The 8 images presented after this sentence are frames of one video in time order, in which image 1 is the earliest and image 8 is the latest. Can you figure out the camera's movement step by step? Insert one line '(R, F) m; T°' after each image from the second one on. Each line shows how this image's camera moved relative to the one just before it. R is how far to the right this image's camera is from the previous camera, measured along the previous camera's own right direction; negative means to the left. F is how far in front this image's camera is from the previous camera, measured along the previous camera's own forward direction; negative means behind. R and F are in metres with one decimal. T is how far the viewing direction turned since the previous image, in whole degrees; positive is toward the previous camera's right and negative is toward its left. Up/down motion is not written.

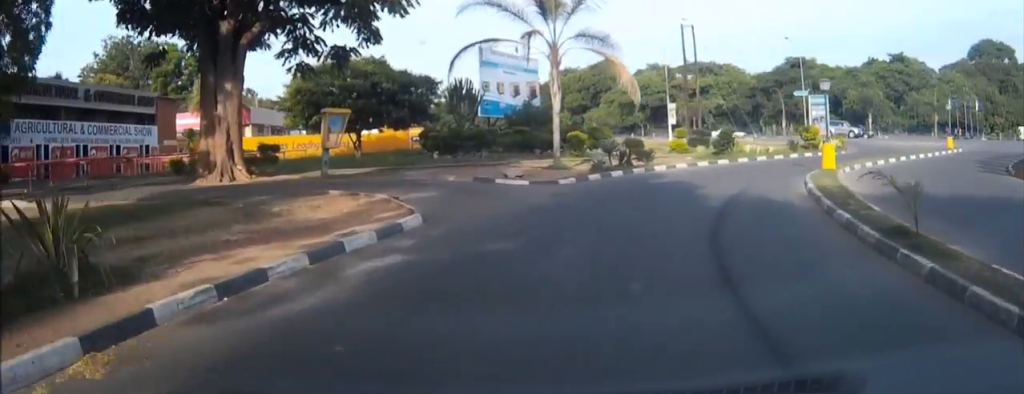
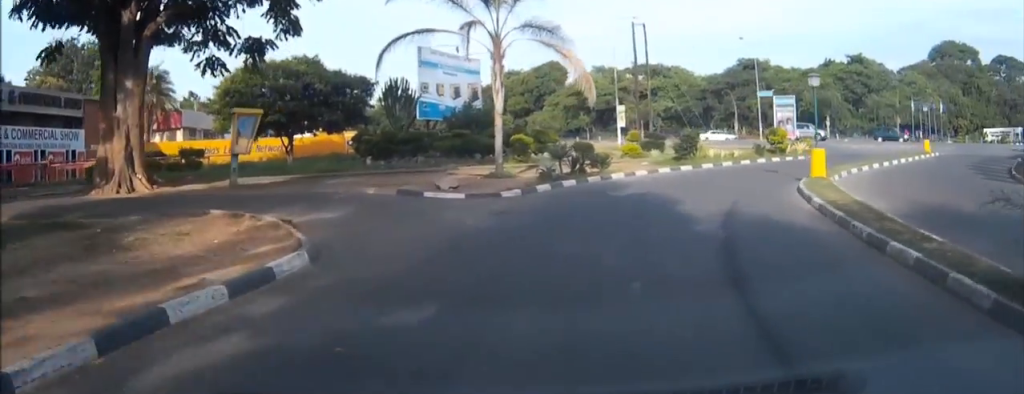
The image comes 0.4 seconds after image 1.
(-0.1, +3.5) m; +4°
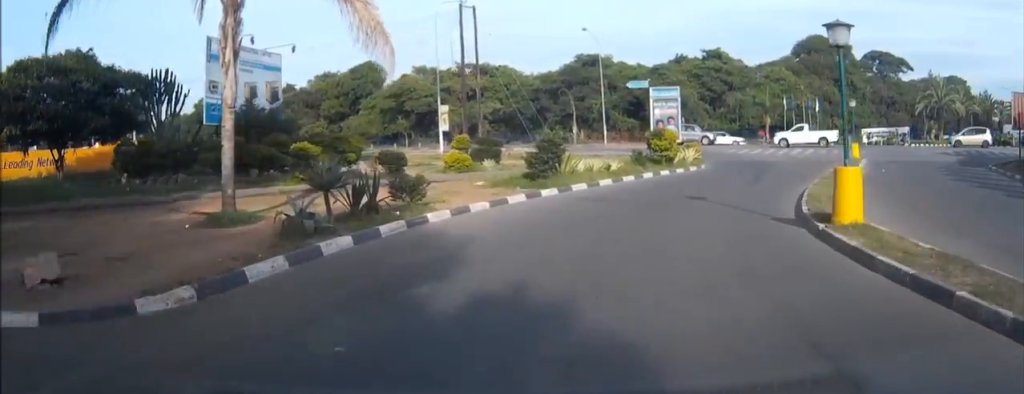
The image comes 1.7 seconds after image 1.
(+1.6, +10.9) m; +14°
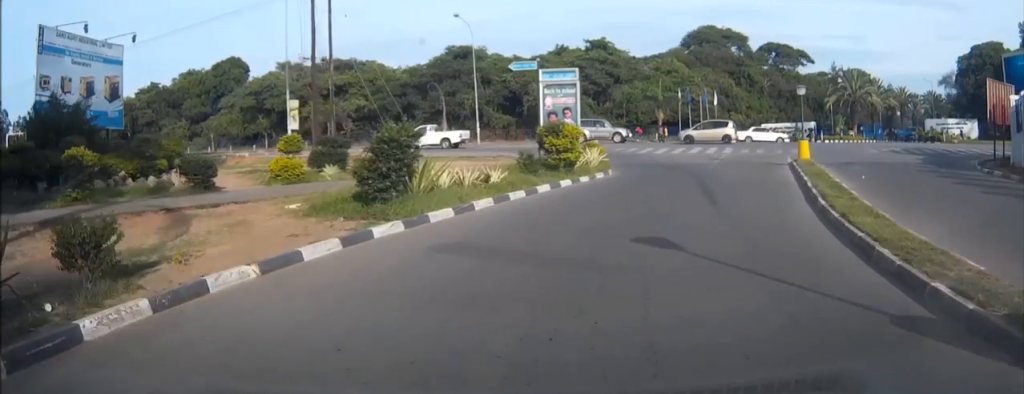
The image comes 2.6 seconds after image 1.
(+0.7, +7.8) m; +9°
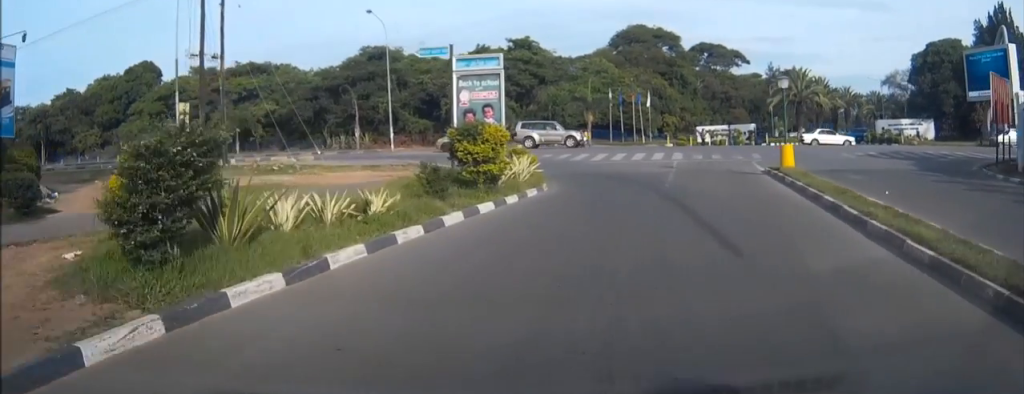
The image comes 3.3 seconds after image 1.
(+0.3, +5.7) m; +6°
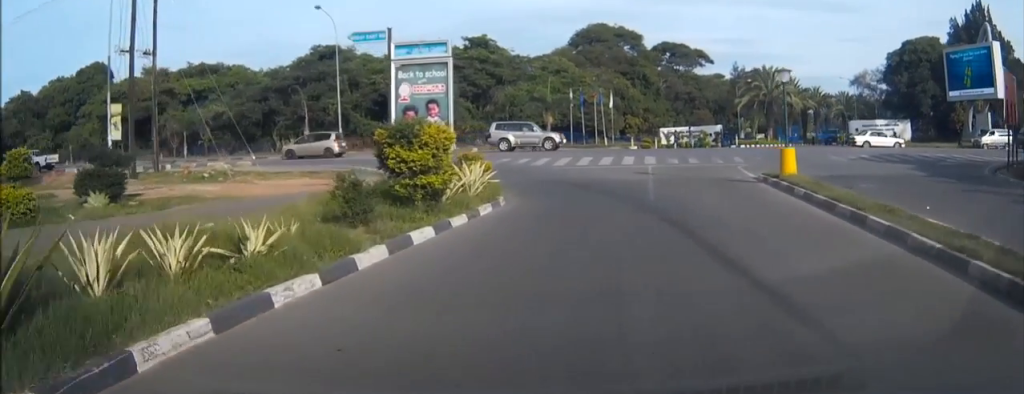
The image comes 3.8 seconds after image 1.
(+0.2, +3.7) m; +3°
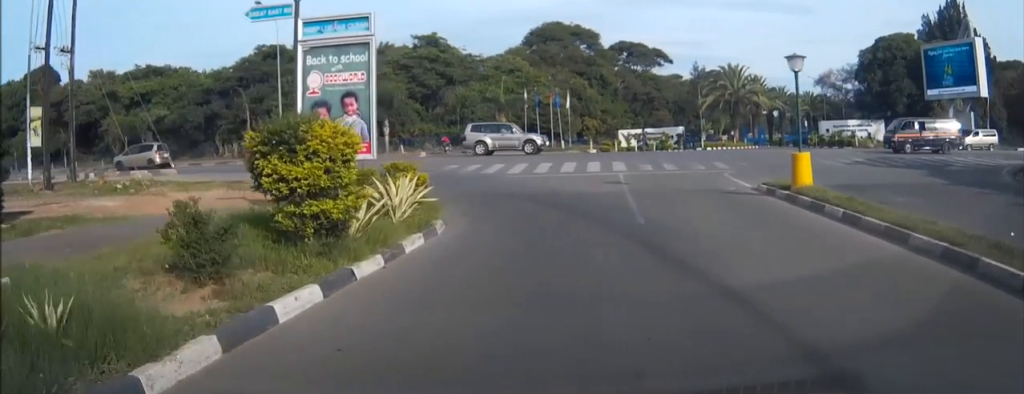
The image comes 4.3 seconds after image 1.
(+0.1, +4.0) m; +3°
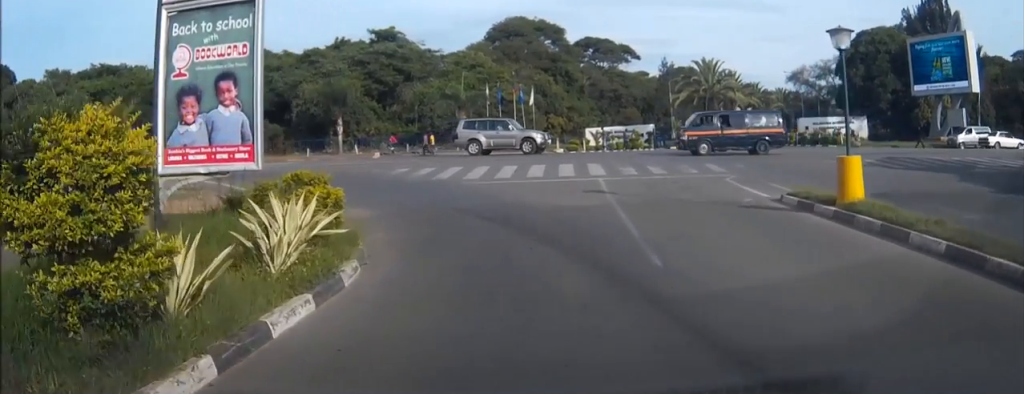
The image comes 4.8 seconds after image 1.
(+0.2, +4.0) m; +2°
